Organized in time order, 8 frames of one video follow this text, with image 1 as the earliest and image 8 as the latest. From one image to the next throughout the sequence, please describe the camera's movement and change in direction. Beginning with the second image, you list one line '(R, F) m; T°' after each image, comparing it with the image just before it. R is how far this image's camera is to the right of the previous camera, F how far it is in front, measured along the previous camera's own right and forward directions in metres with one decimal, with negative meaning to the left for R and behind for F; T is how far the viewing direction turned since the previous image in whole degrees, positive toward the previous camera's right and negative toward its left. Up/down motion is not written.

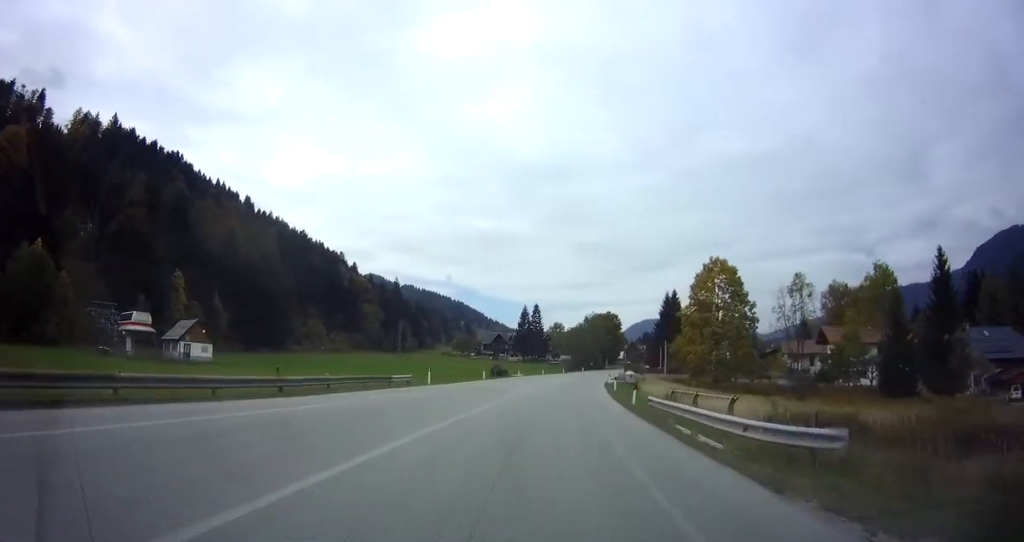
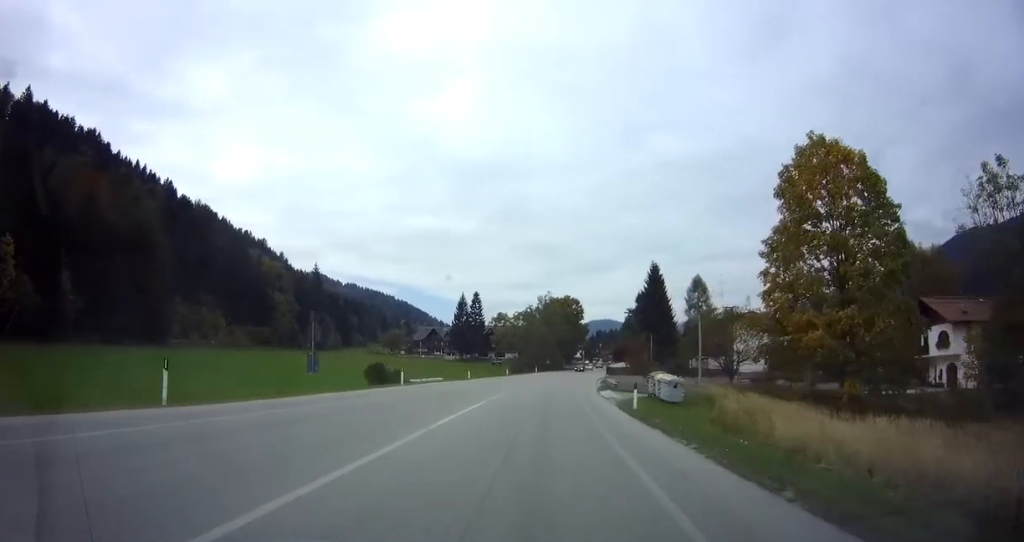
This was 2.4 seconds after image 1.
(+0.8, +40.7) m; +4°
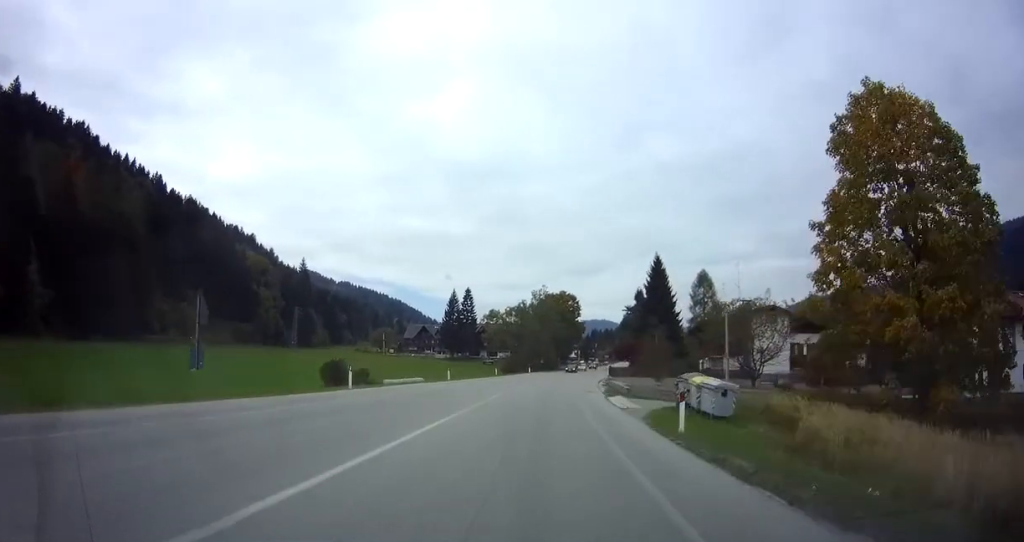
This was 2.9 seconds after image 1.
(+0.3, +7.9) m; +1°
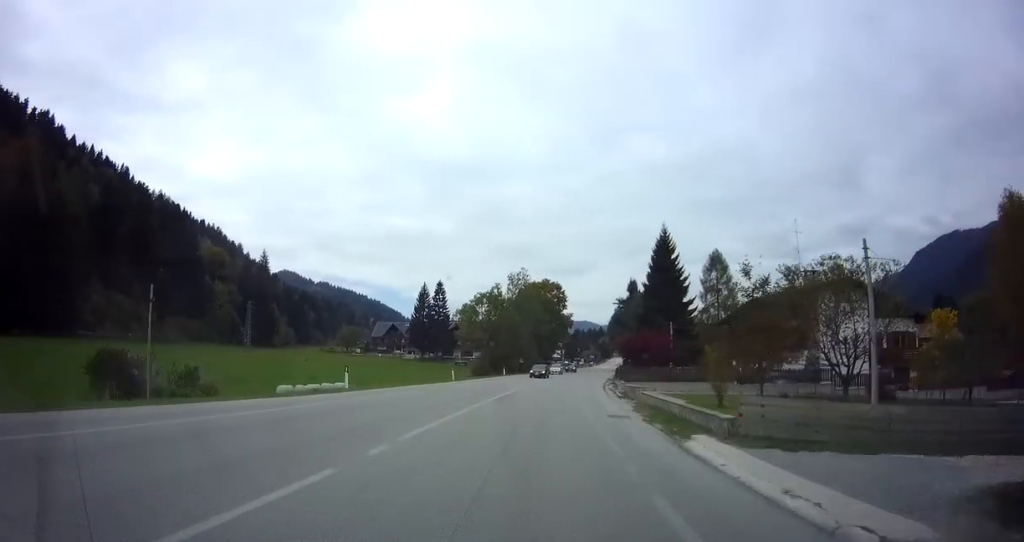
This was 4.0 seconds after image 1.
(-0.3, +18.9) m; 0°
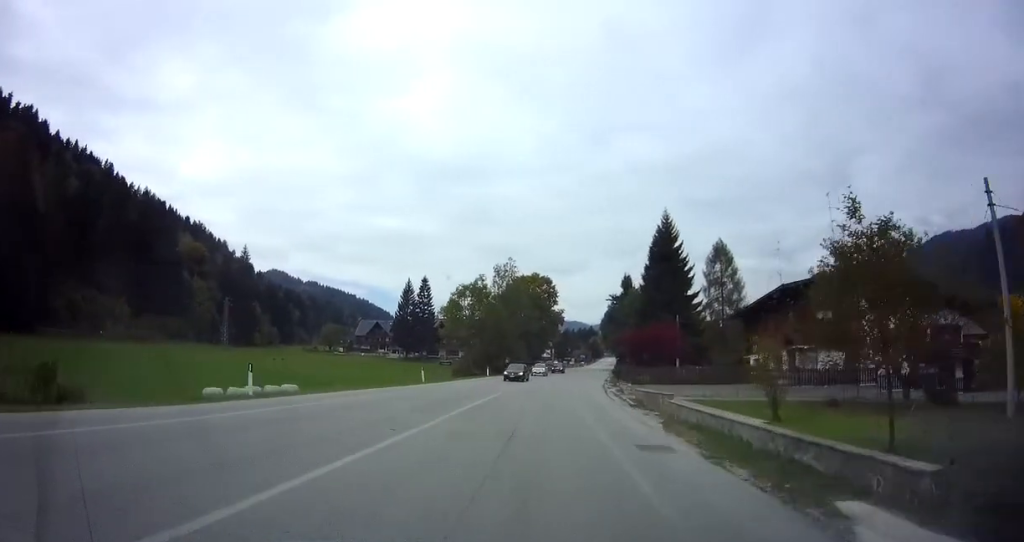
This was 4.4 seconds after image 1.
(+0.2, +7.1) m; +2°
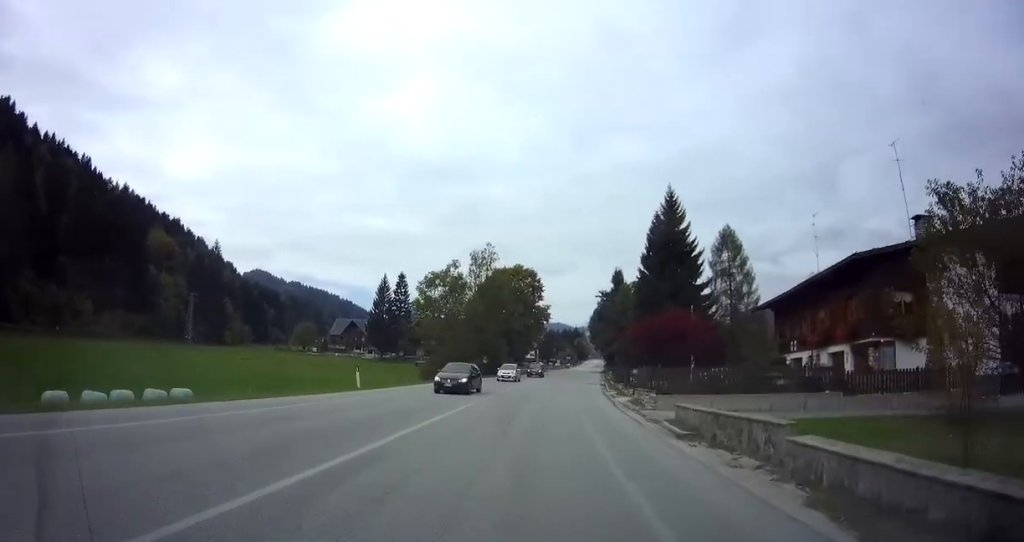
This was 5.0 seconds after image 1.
(0.0, +9.9) m; +3°
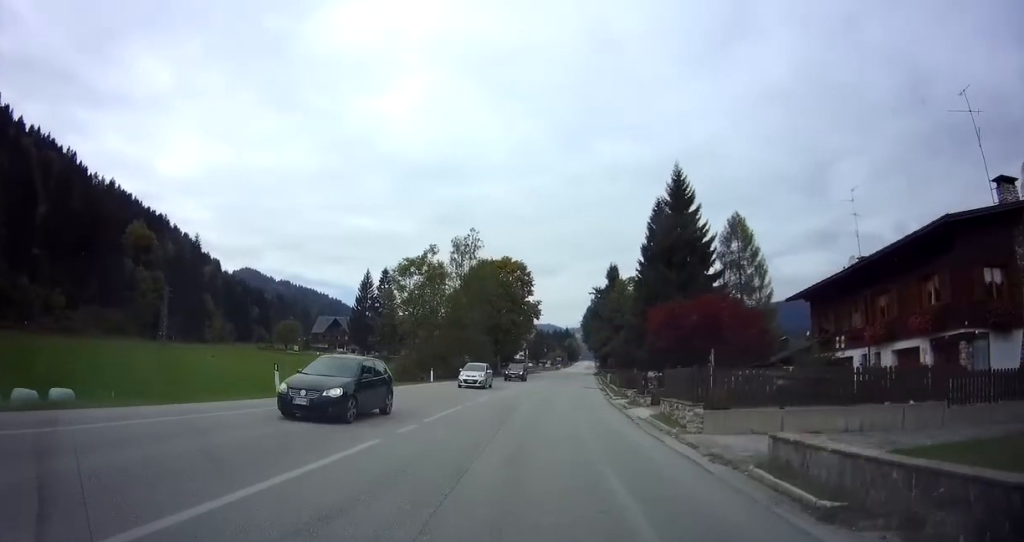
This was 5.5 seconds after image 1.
(+0.4, +7.1) m; +1°
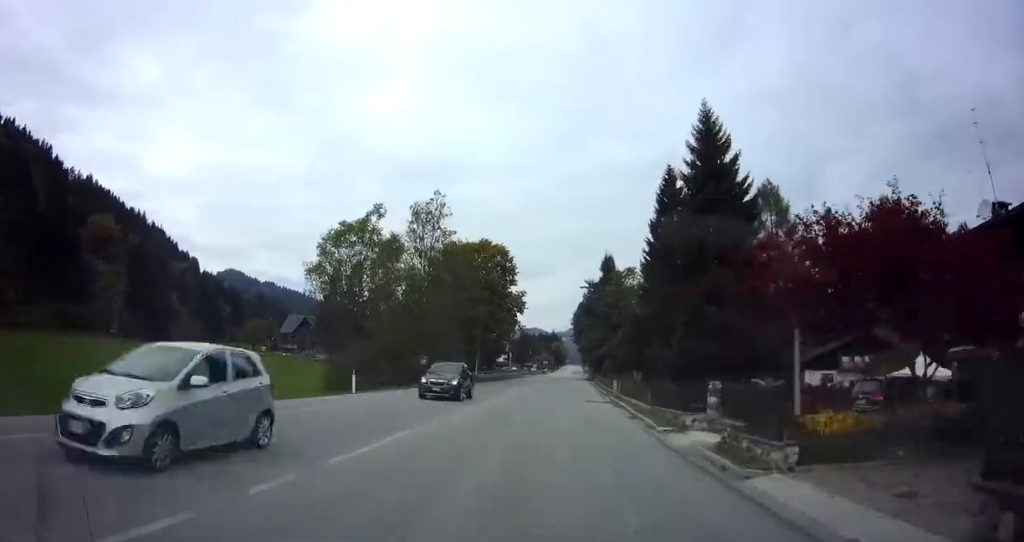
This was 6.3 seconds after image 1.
(+0.4, +14.2) m; +2°
